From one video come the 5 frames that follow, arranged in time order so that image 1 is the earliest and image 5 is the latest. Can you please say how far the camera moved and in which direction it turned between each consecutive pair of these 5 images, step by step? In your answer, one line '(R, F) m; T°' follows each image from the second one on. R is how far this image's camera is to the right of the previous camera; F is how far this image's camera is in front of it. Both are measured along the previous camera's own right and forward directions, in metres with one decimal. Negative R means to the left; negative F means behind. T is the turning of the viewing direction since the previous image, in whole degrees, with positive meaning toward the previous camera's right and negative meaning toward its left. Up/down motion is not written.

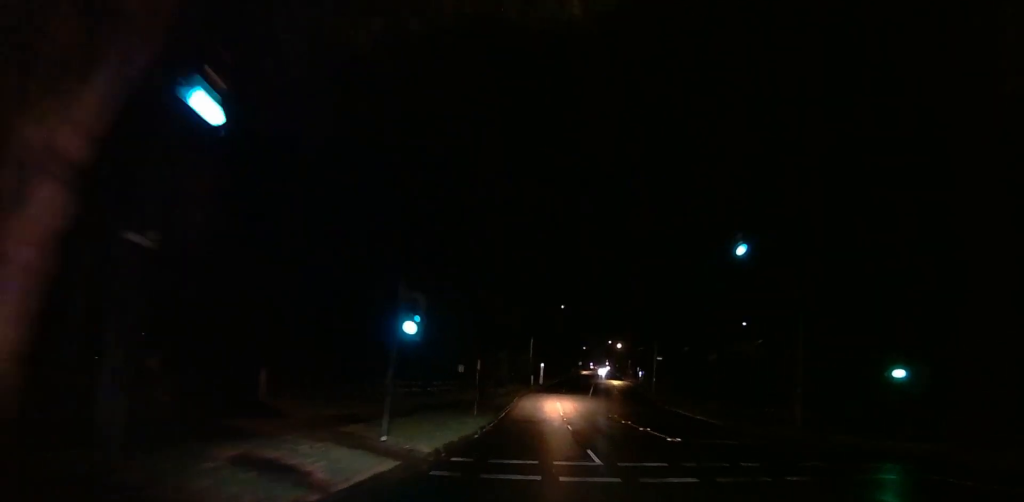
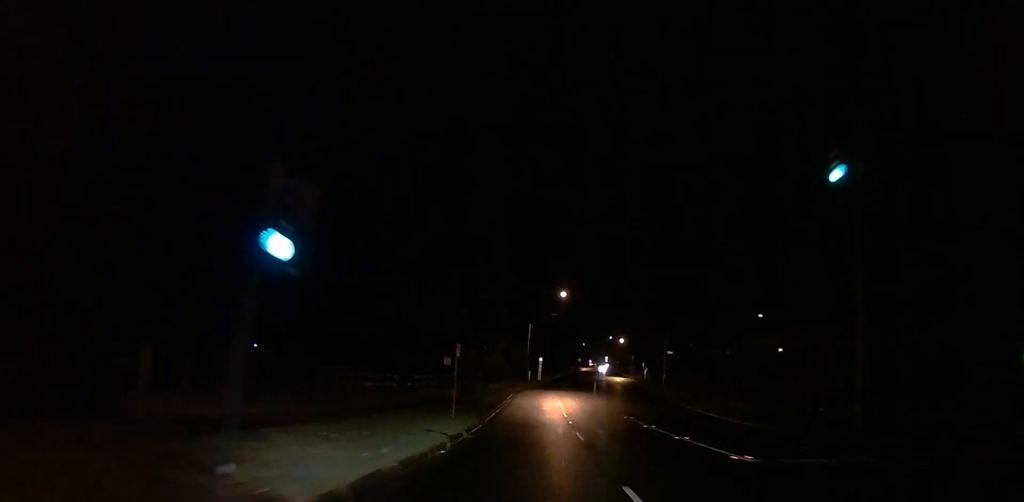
(-0.2, +7.3) m; -1°
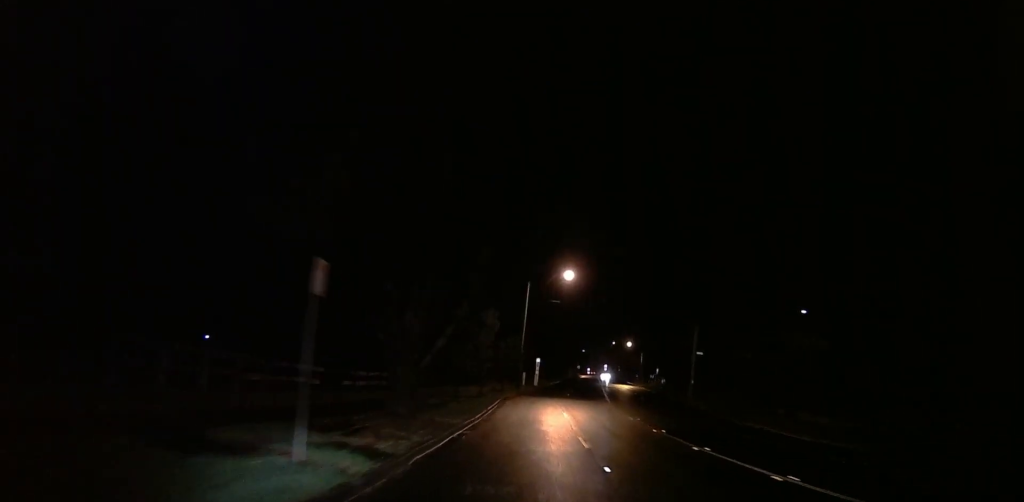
(0.0, +14.6) m; +4°
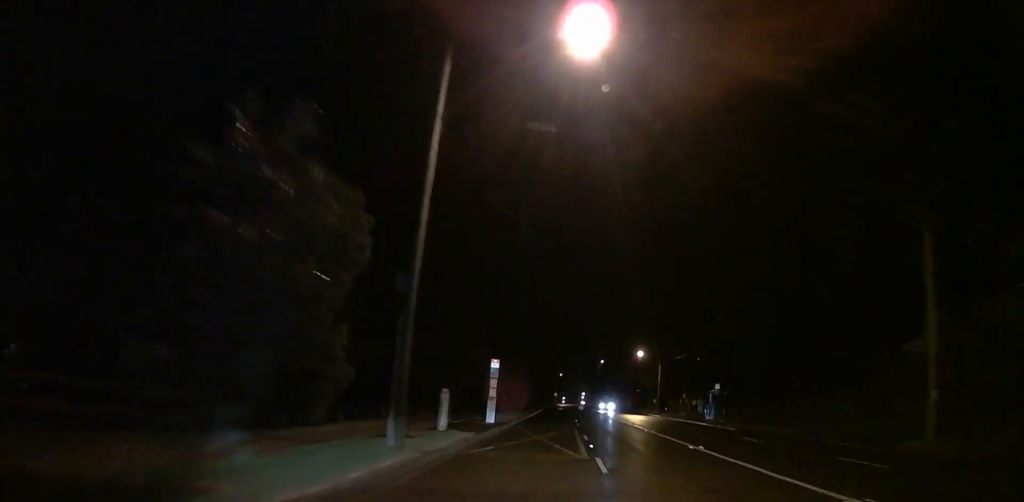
(-0.9, +40.2) m; -2°
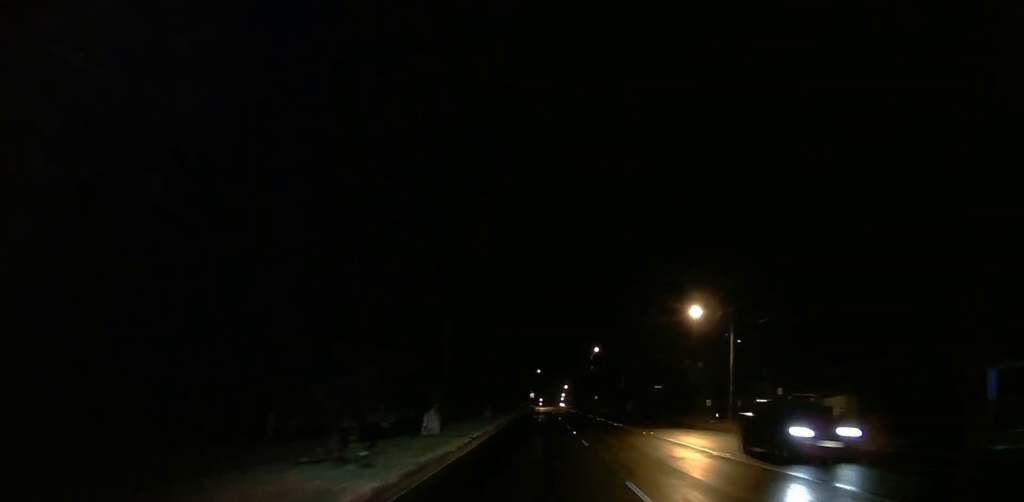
(+0.8, +39.1) m; +2°
